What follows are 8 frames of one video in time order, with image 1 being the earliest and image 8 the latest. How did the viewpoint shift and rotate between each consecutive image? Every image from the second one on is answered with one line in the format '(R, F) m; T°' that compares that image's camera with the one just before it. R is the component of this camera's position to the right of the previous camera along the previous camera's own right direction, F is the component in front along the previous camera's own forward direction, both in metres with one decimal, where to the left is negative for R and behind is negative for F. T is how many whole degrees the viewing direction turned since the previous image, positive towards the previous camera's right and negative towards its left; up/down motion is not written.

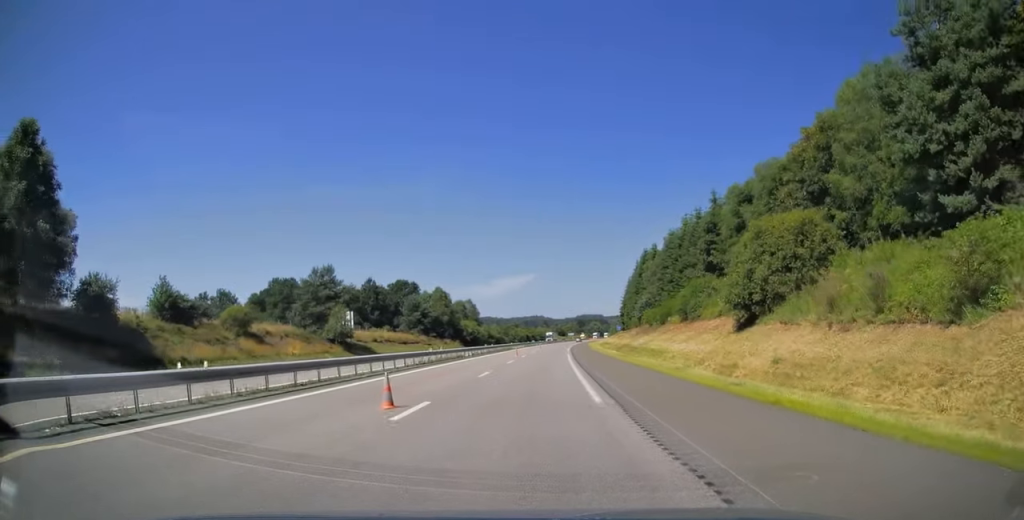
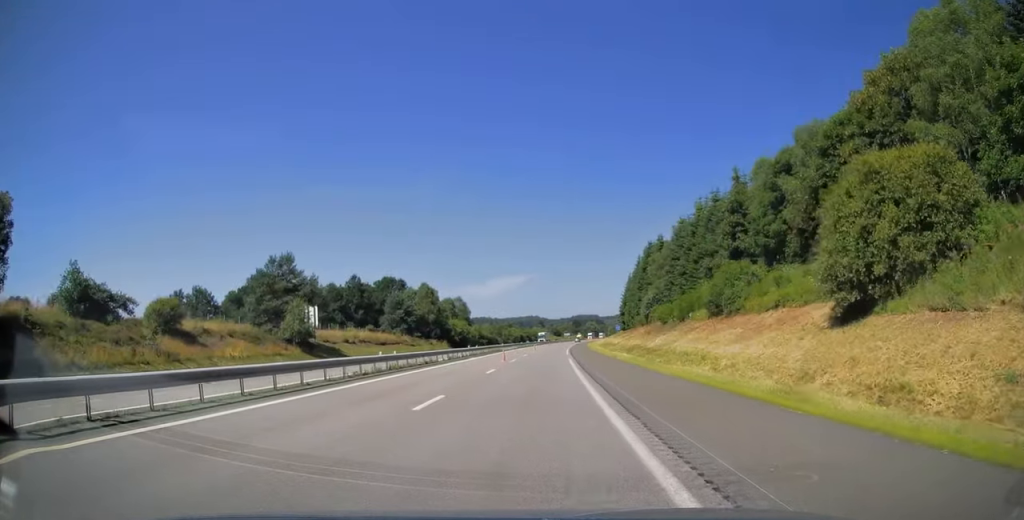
(+0.1, +11.4) m; 0°
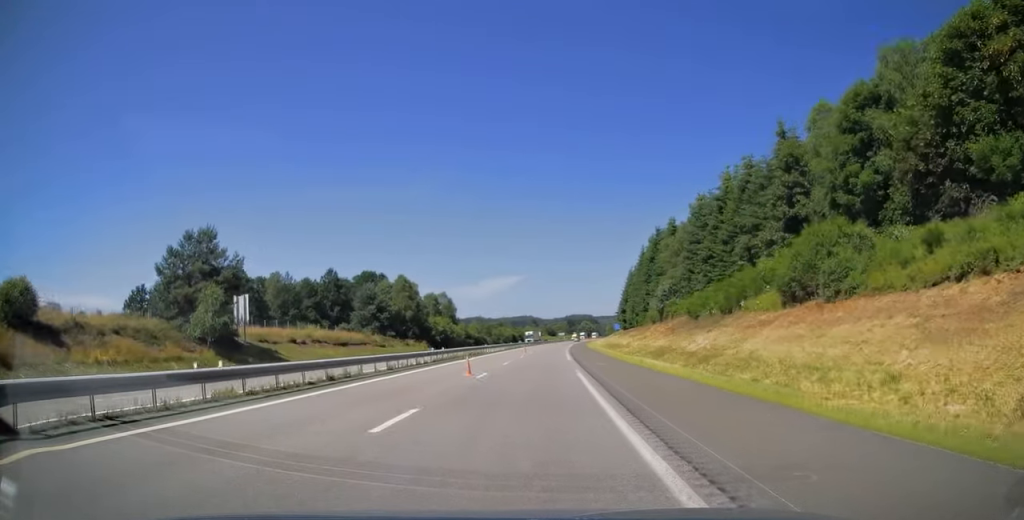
(0.0, +15.8) m; +1°
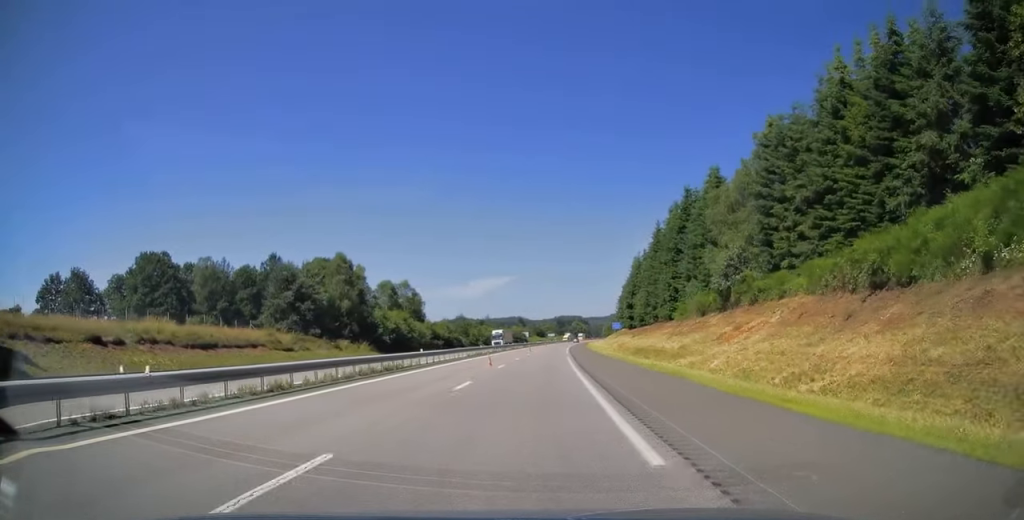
(+0.3, +30.7) m; +1°
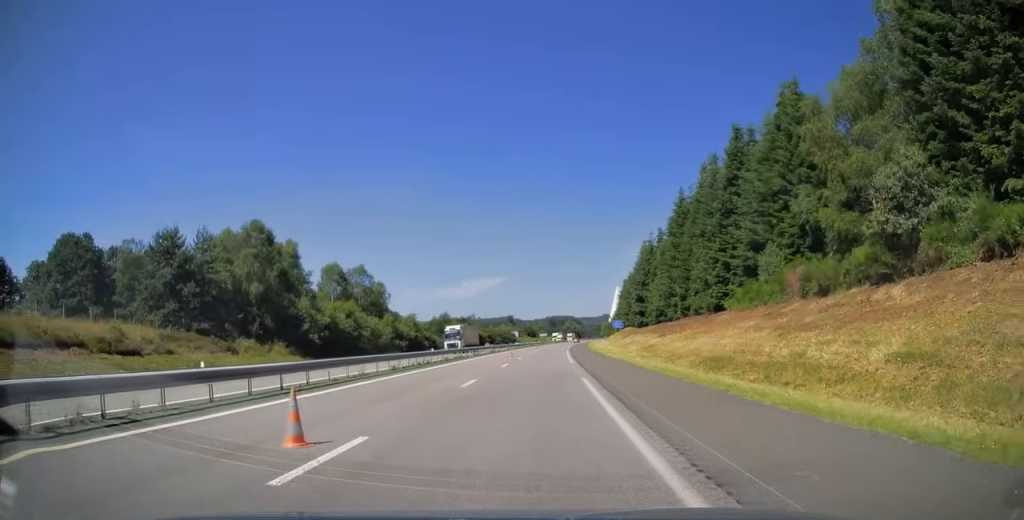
(+0.2, +24.5) m; 0°
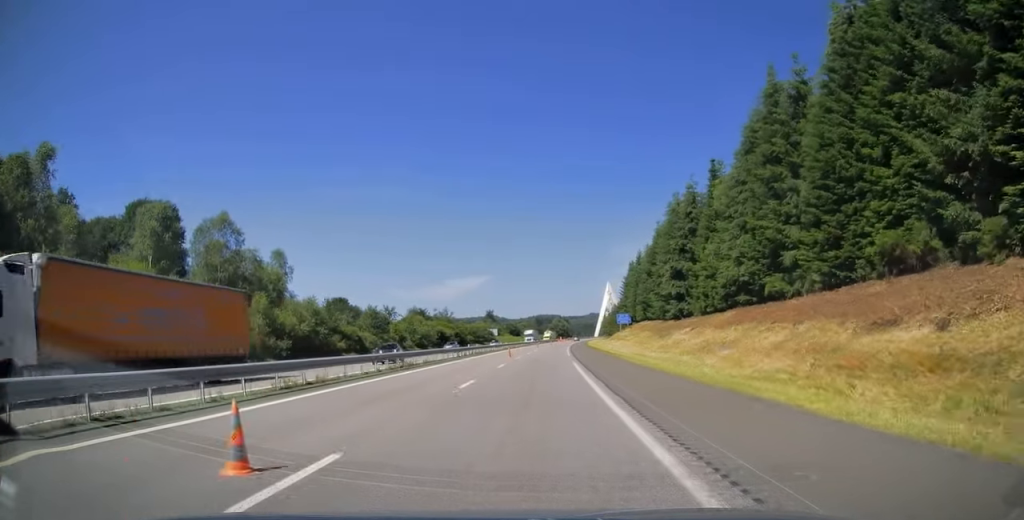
(+0.1, +40.2) m; +1°
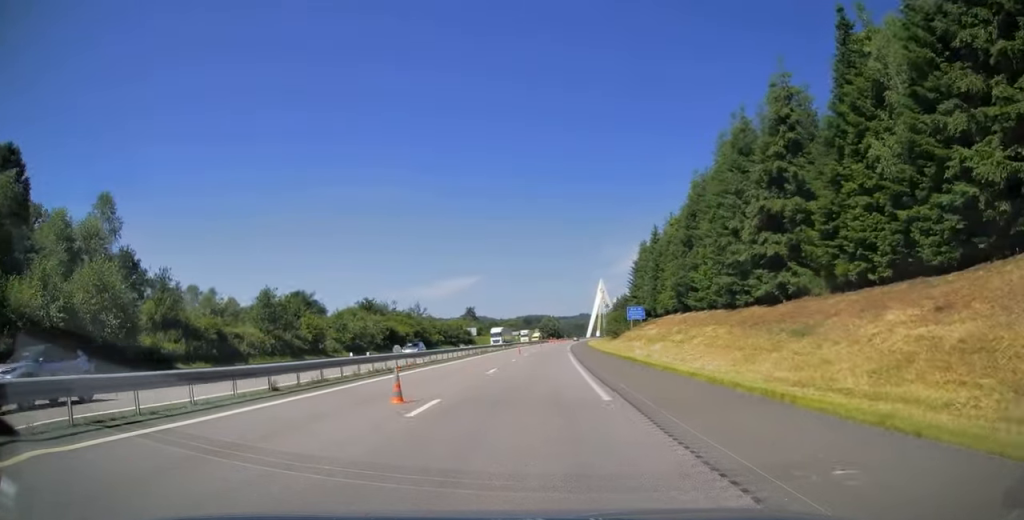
(+0.5, +32.4) m; +1°
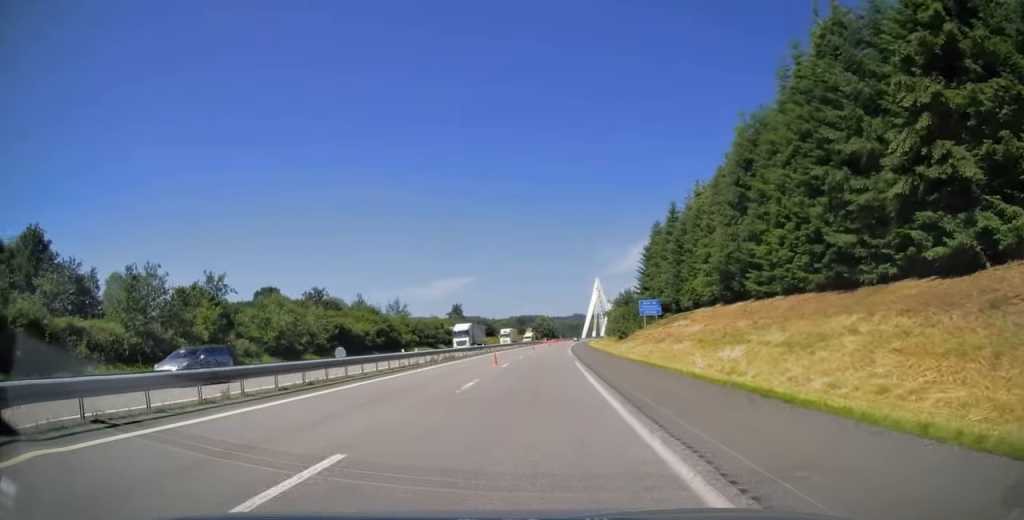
(0.0, +19.7) m; +1°
